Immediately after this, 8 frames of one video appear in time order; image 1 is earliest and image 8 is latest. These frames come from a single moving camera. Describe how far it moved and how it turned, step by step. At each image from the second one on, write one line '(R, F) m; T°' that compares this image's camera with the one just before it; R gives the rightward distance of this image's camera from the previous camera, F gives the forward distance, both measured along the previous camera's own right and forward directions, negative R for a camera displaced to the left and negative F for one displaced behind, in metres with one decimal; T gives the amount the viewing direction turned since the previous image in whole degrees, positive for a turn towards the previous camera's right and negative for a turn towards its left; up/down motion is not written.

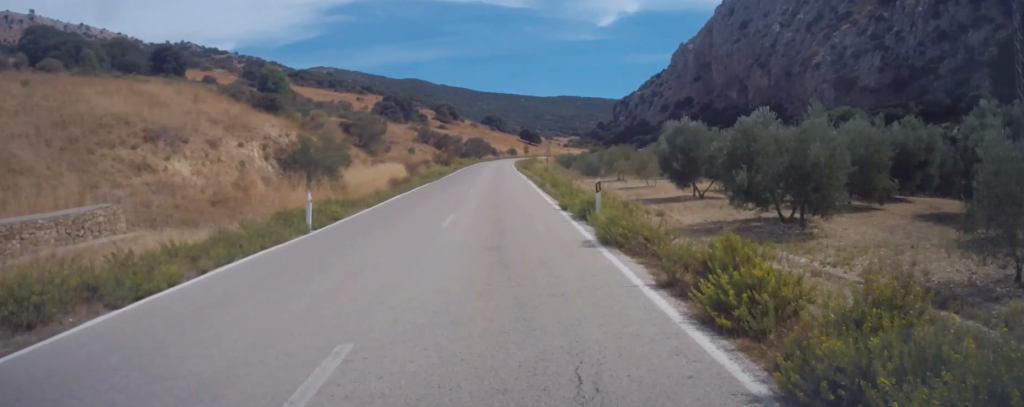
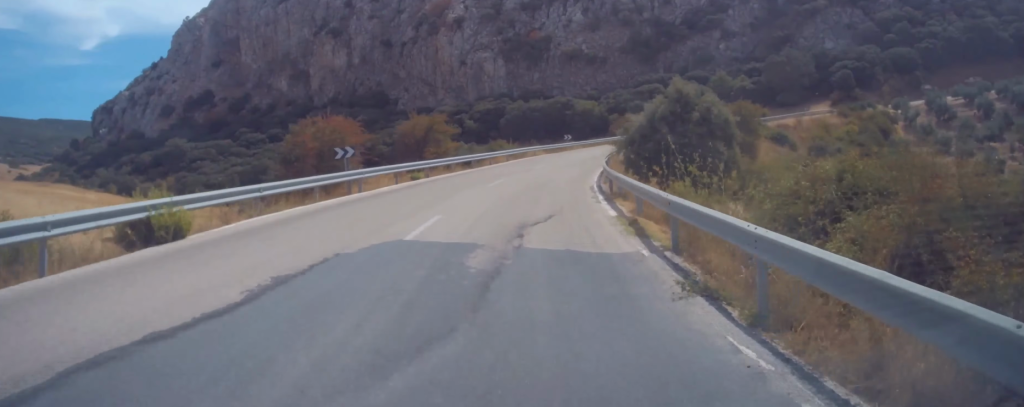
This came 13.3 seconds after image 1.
(+57.6, +175.4) m; +52°
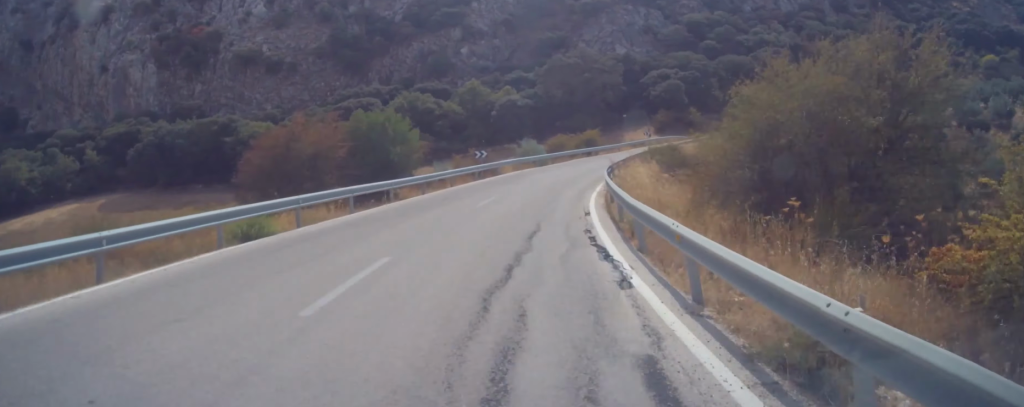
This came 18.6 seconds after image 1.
(+20.2, +63.0) m; +30°
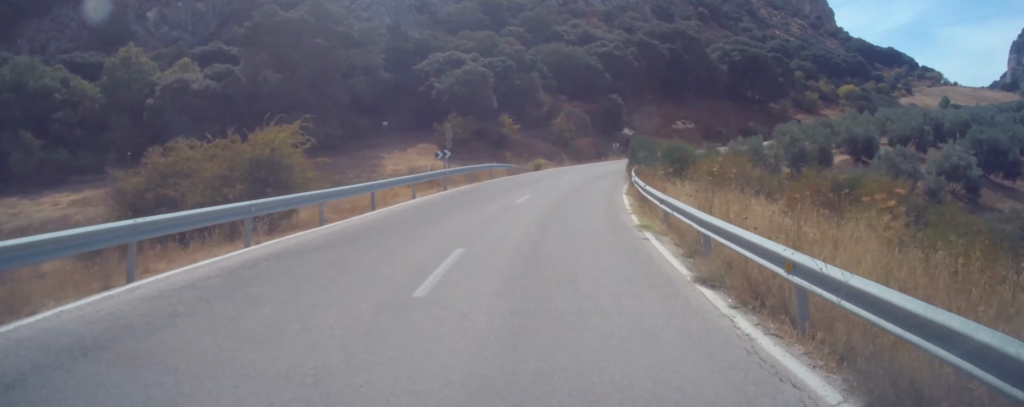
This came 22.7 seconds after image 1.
(+8.9, +47.6) m; +22°
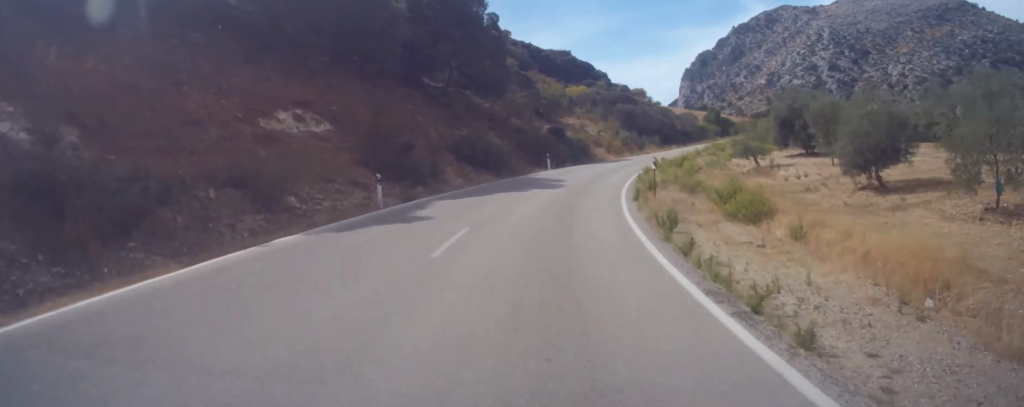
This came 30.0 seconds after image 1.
(+34.0, +88.7) m; +31°
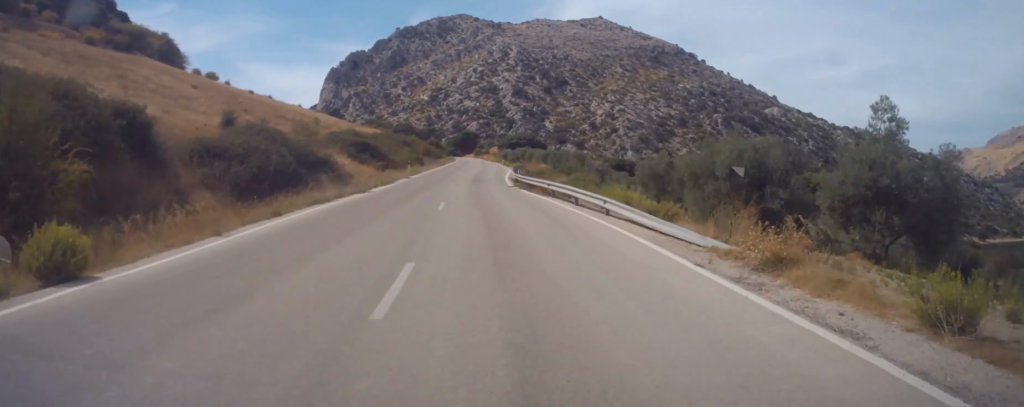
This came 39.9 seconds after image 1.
(+24.2, +145.4) m; +10°
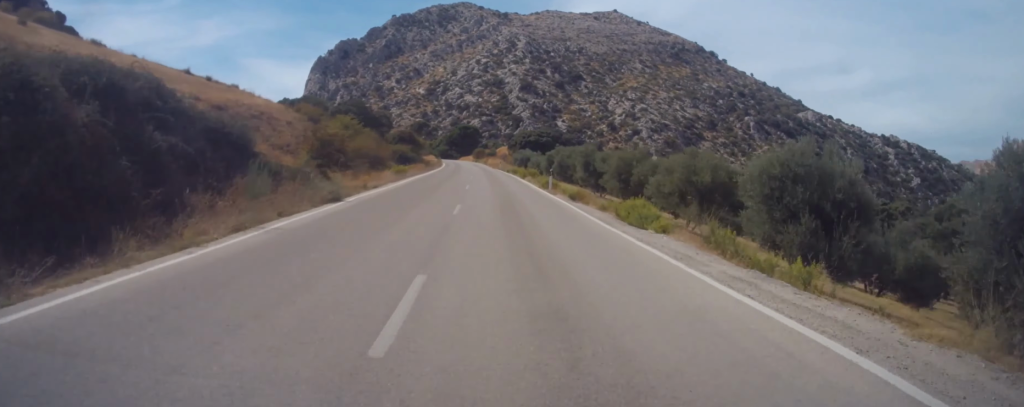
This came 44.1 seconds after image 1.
(+0.2, +66.2) m; -4°
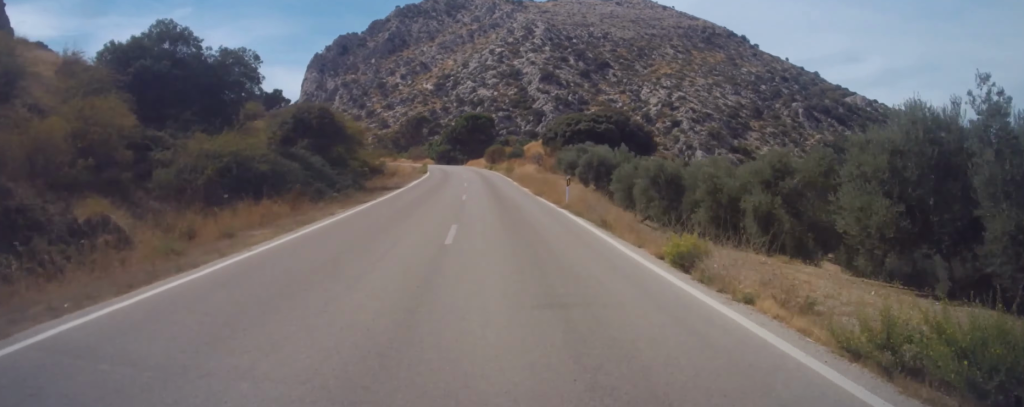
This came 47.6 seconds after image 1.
(+3.6, +55.8) m; -6°
